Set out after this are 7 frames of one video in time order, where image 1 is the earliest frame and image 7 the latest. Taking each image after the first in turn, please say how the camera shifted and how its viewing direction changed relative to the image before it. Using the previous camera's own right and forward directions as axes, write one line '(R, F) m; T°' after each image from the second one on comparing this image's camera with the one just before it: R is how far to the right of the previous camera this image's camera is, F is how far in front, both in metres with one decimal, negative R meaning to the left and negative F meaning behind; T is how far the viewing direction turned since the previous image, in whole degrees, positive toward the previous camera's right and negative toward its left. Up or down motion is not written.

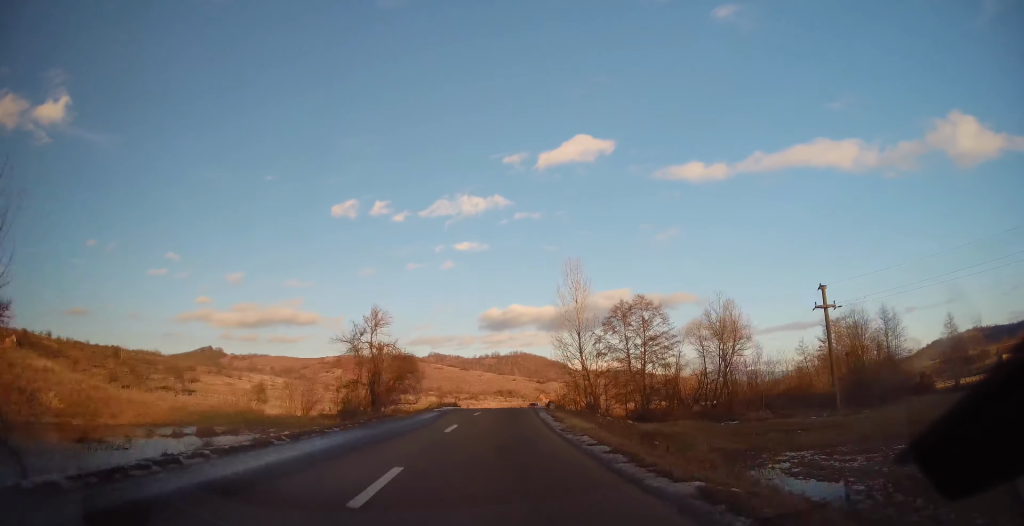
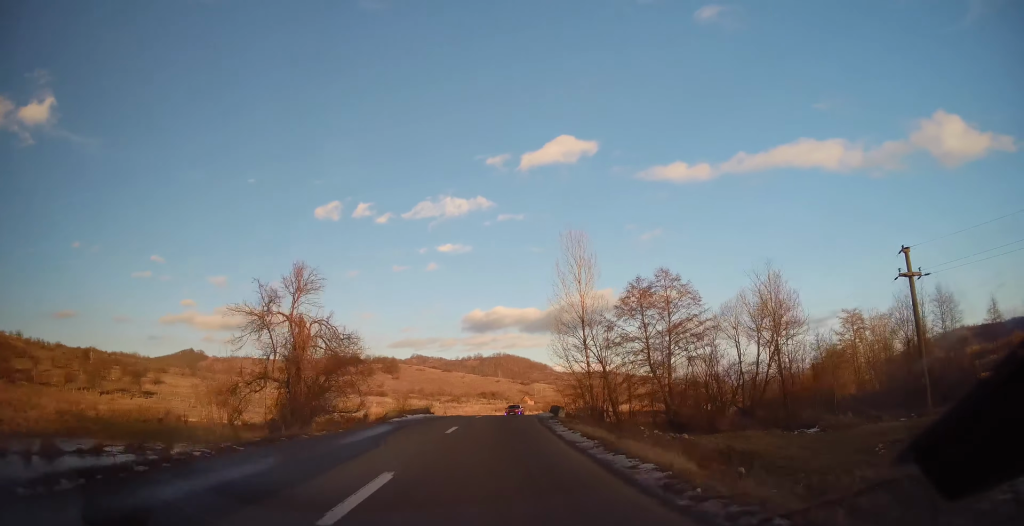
(+0.1, +11.8) m; +1°
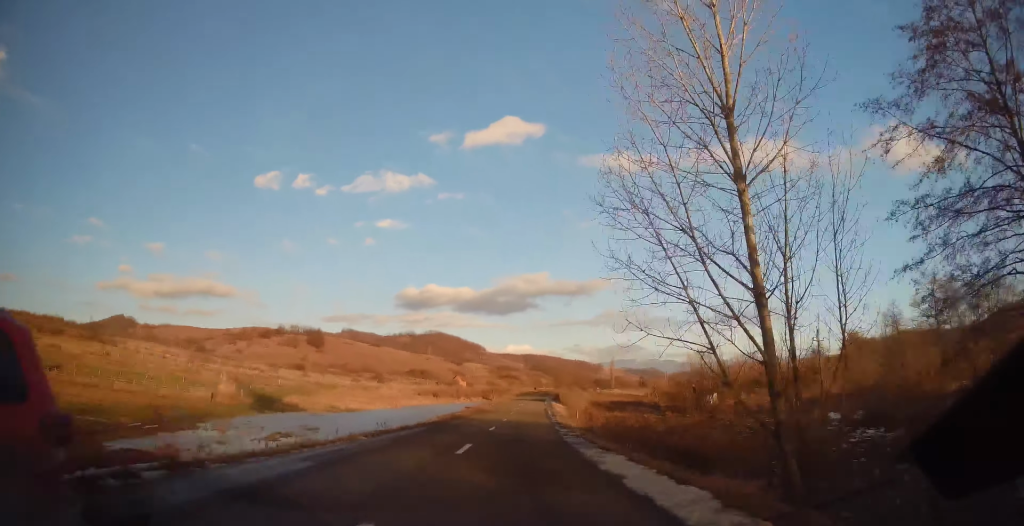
(+2.2, +38.6) m; +7°
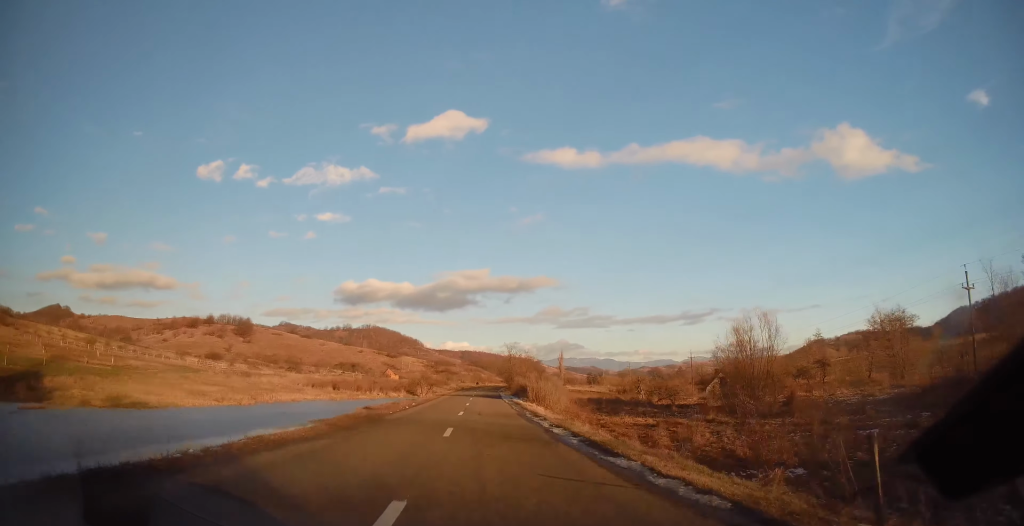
(+1.9, +33.2) m; +5°
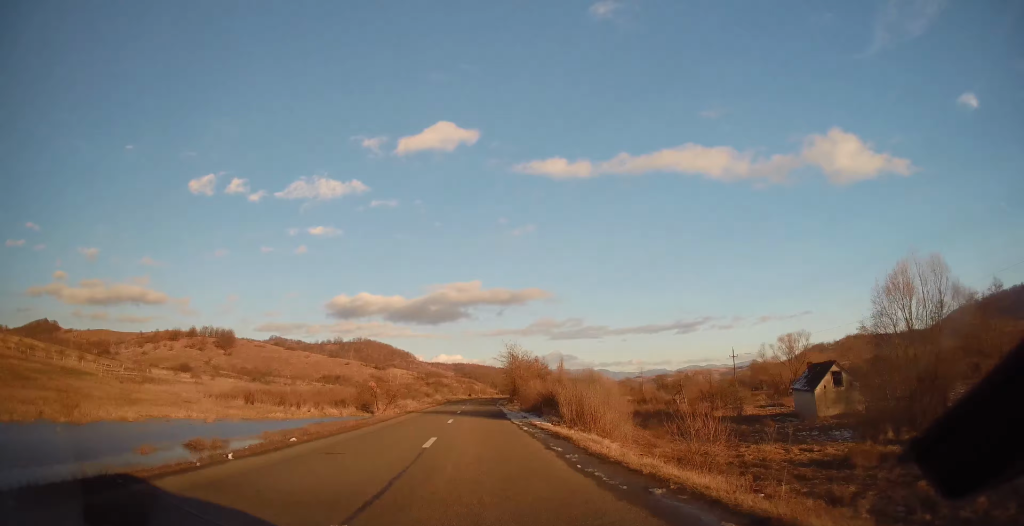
(+0.1, +23.9) m; +1°
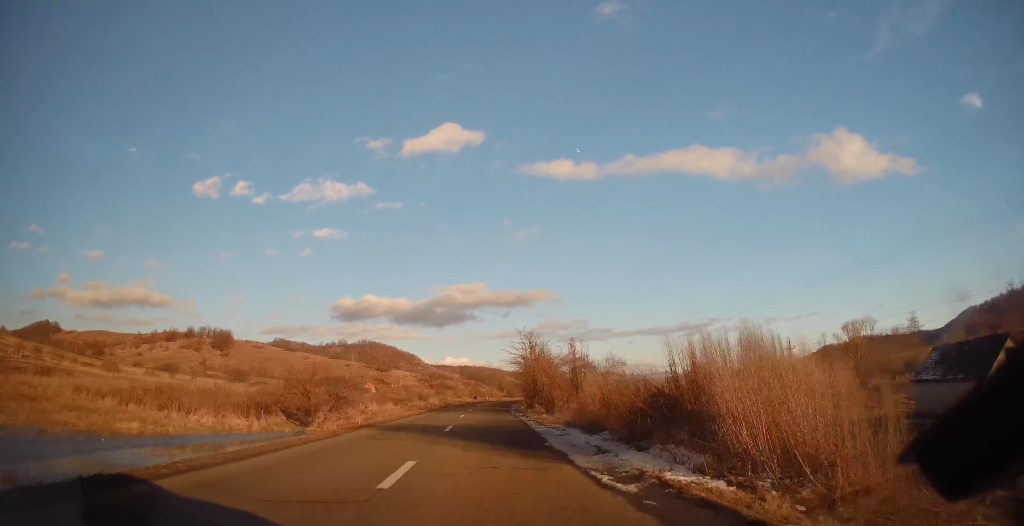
(+0.2, +17.3) m; 0°
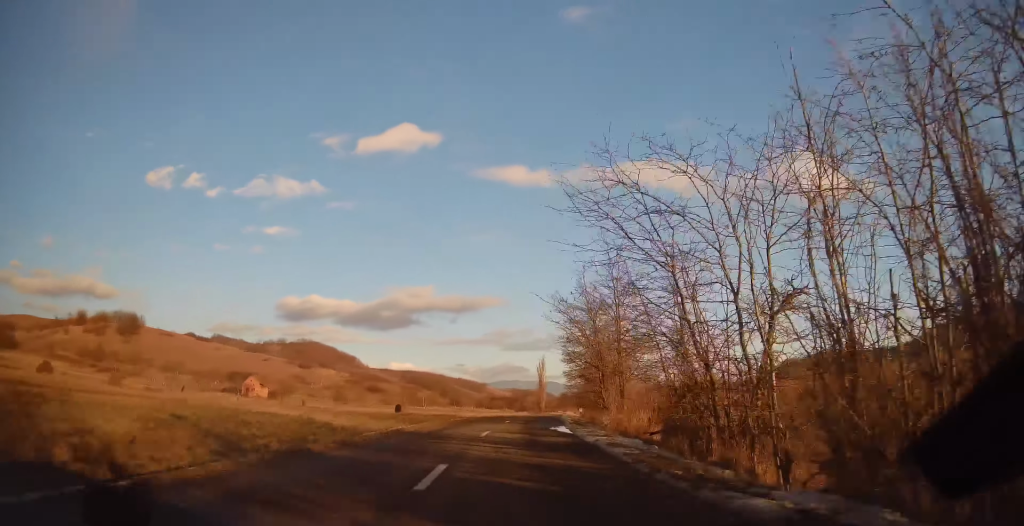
(+2.8, +68.7) m; +8°
